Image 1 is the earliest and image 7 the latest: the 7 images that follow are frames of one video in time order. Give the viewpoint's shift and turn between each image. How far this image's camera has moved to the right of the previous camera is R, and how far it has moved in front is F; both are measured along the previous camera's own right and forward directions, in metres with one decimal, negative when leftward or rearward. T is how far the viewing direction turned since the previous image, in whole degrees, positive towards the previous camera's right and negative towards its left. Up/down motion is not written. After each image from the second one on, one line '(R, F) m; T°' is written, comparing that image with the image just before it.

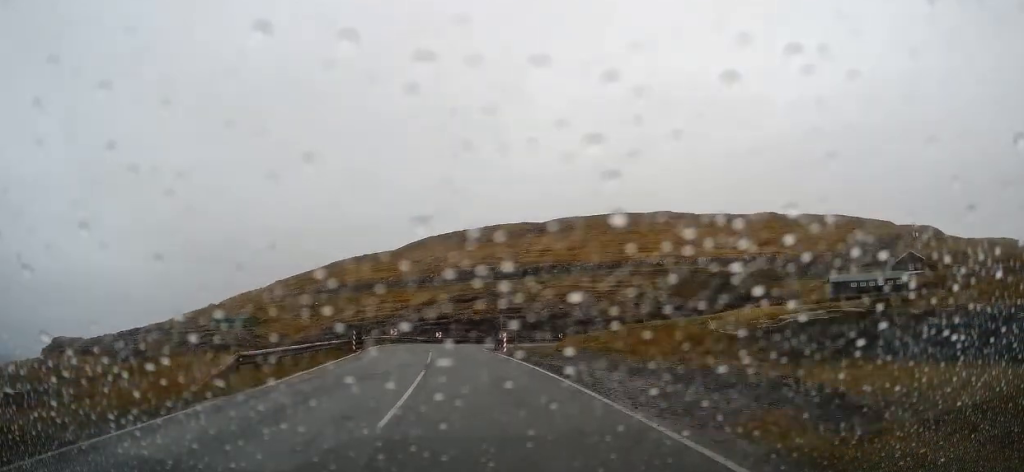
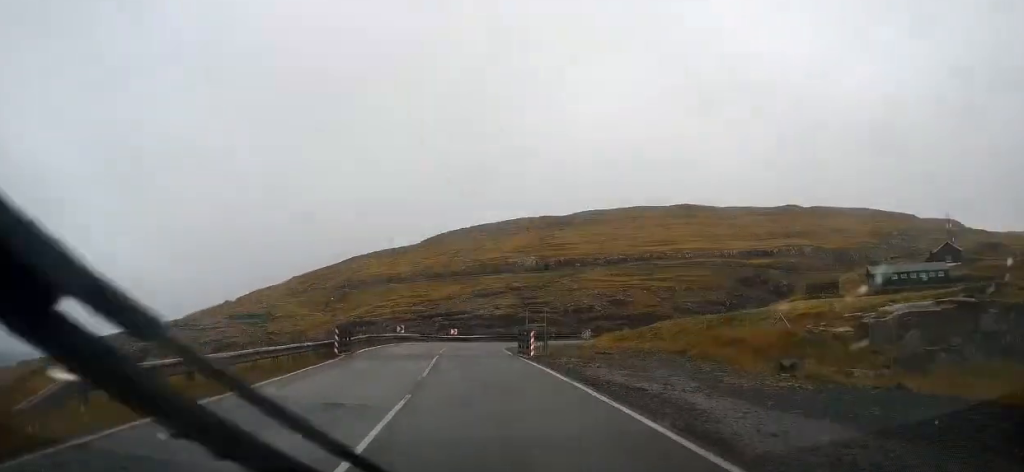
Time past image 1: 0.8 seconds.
(-0.7, +7.0) m; -2°
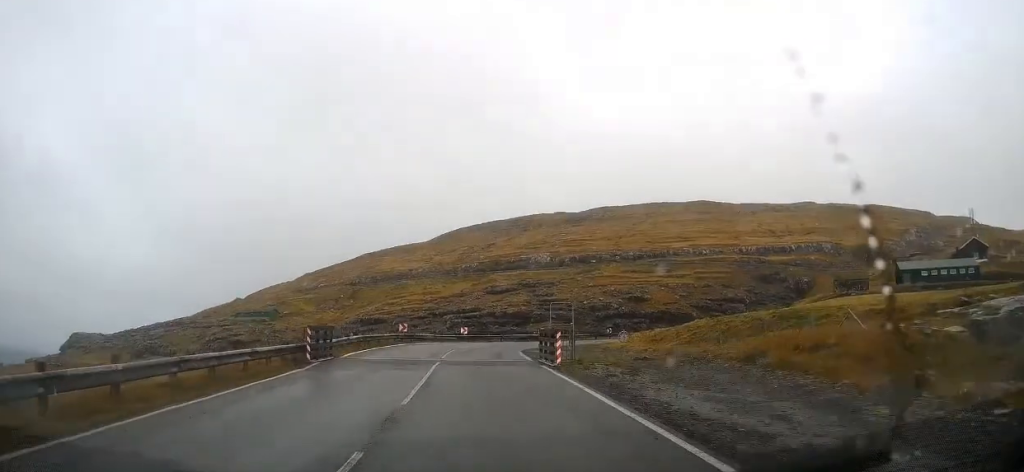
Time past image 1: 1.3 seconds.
(+0.1, +5.1) m; -1°
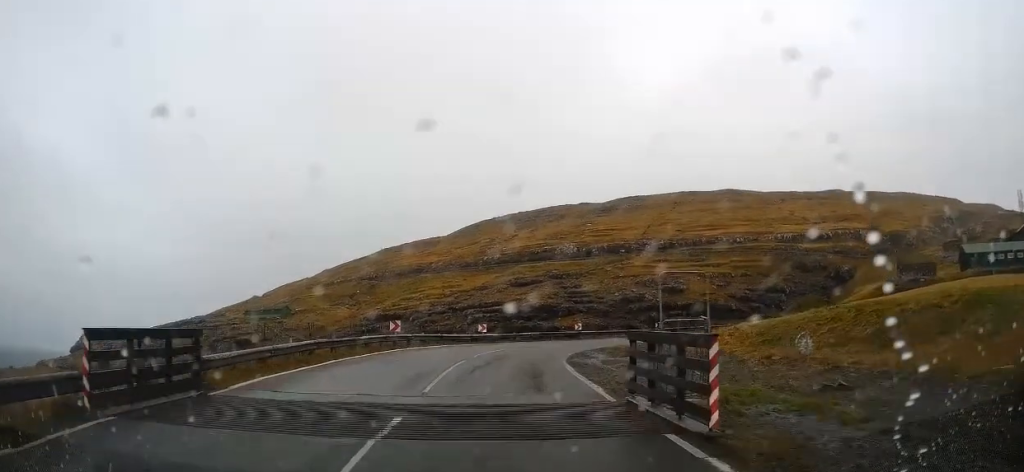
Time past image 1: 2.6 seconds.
(0.0, +11.0) m; -3°
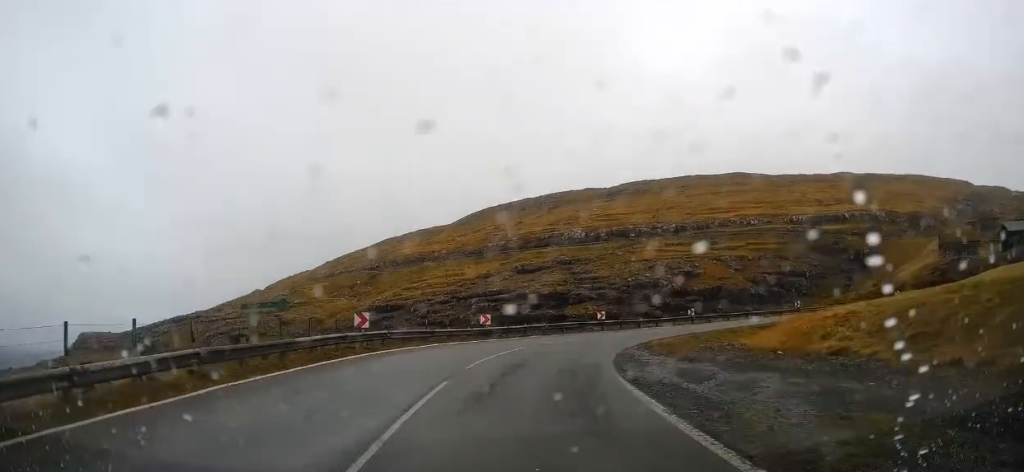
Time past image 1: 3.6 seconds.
(-0.3, +9.5) m; 0°
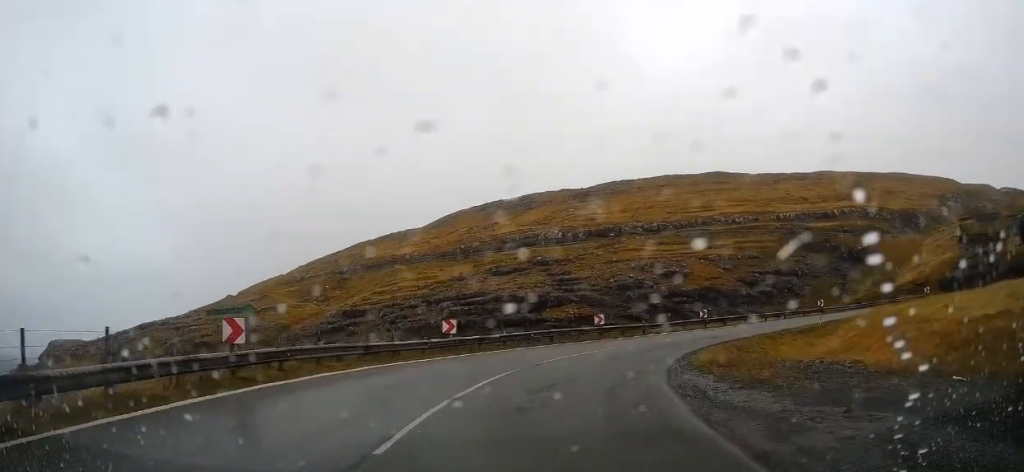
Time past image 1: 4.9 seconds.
(+0.3, +10.4) m; -1°
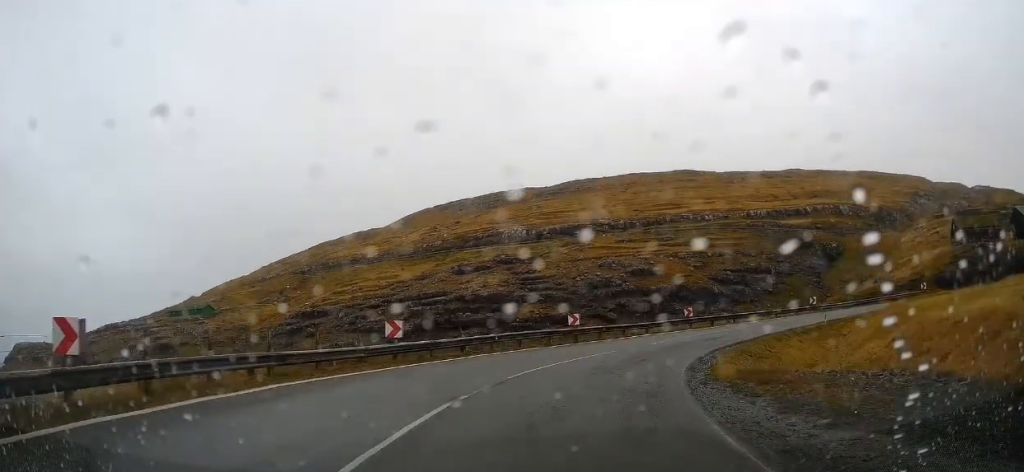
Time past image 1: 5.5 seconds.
(-0.3, +4.8) m; -1°
